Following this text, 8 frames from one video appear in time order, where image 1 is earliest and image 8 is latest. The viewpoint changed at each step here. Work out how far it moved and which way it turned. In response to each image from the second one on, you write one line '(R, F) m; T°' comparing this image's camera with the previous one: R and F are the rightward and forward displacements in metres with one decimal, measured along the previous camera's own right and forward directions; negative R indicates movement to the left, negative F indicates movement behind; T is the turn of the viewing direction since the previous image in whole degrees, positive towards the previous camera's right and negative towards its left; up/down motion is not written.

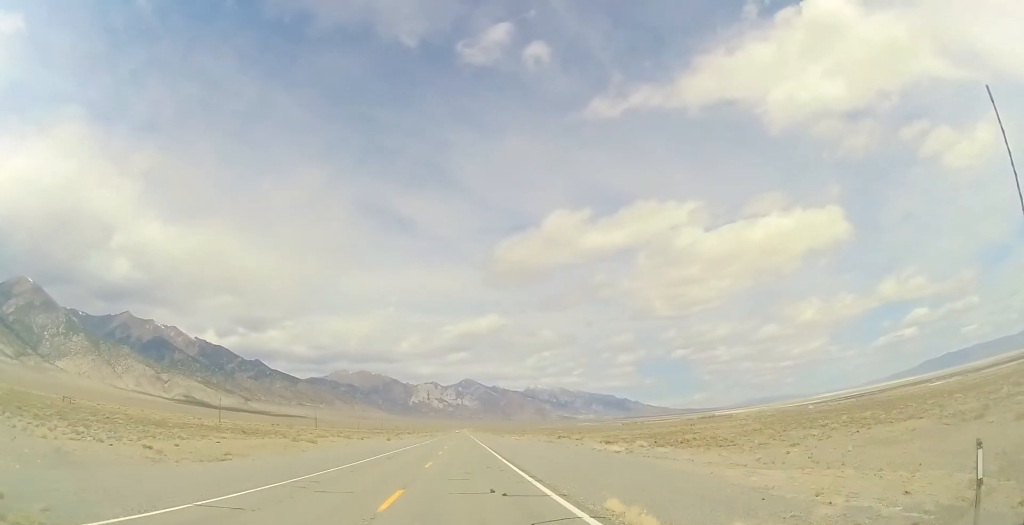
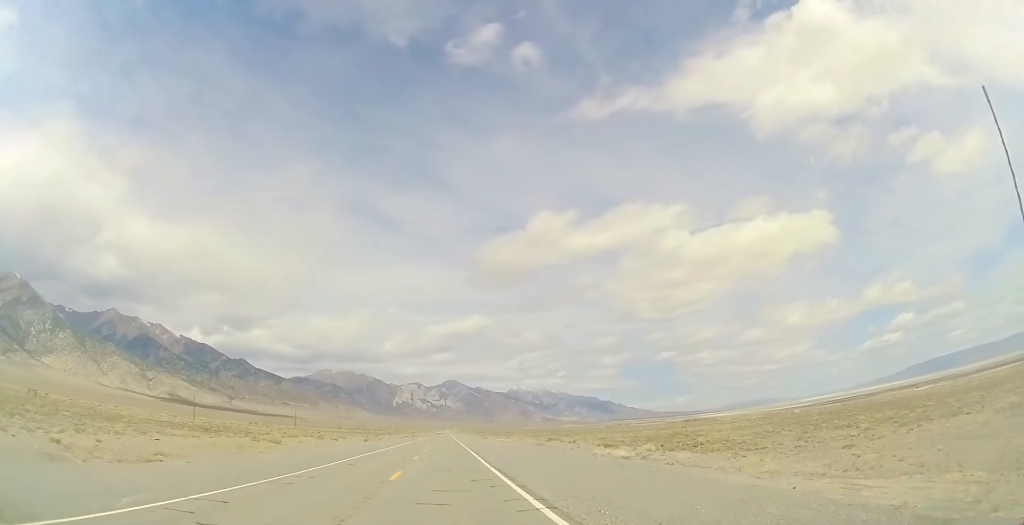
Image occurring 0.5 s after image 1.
(+0.2, +5.1) m; +4°
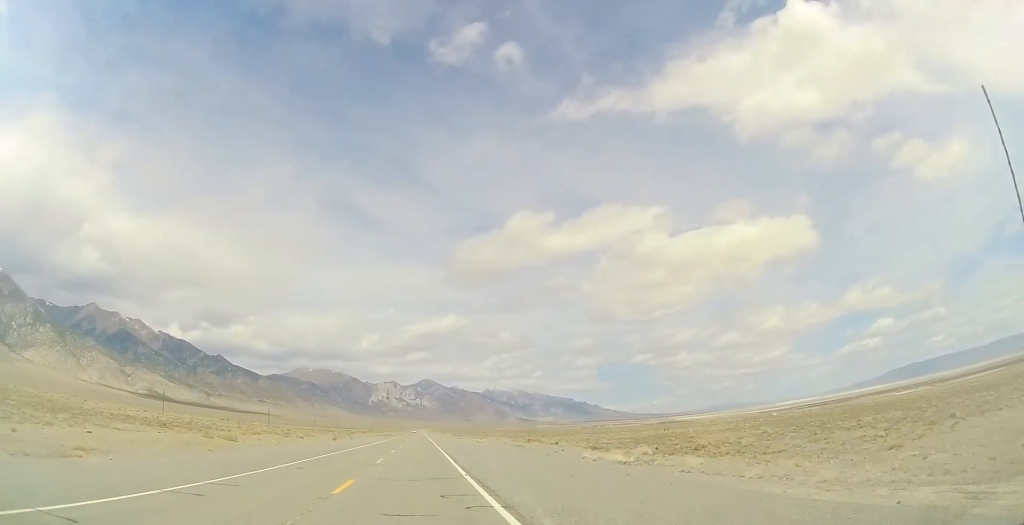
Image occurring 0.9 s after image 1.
(-0.1, +4.4) m; +3°
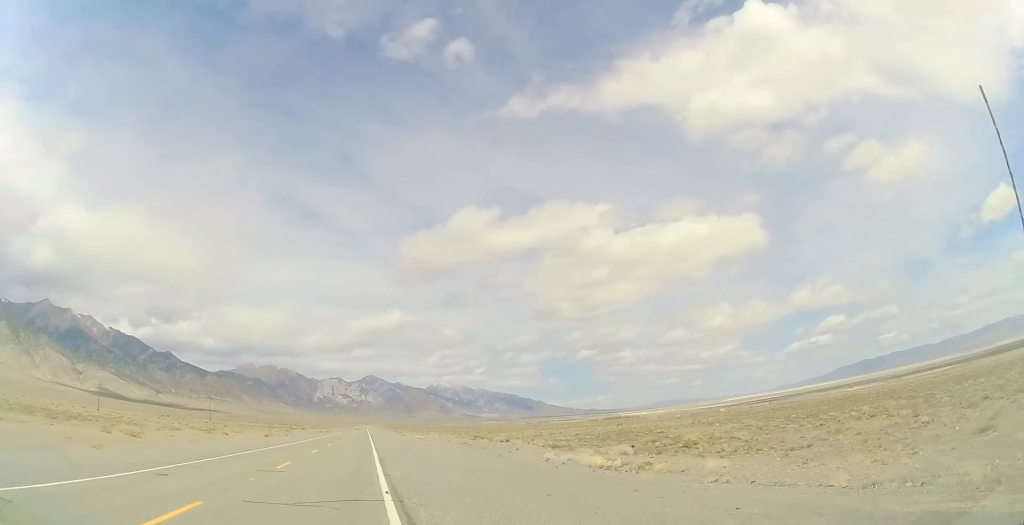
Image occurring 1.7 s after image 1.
(+0.6, +6.0) m; +11°
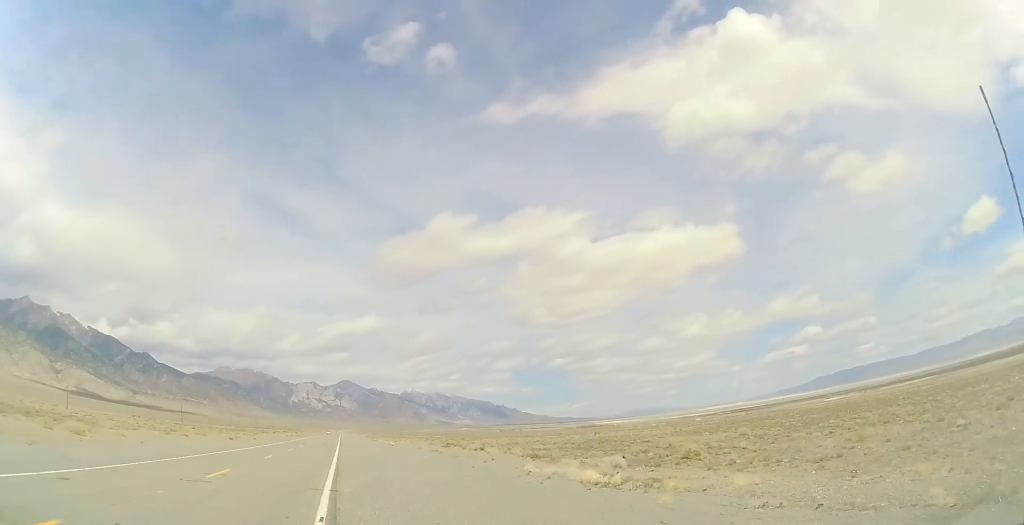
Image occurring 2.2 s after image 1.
(+0.2, +3.1) m; +6°
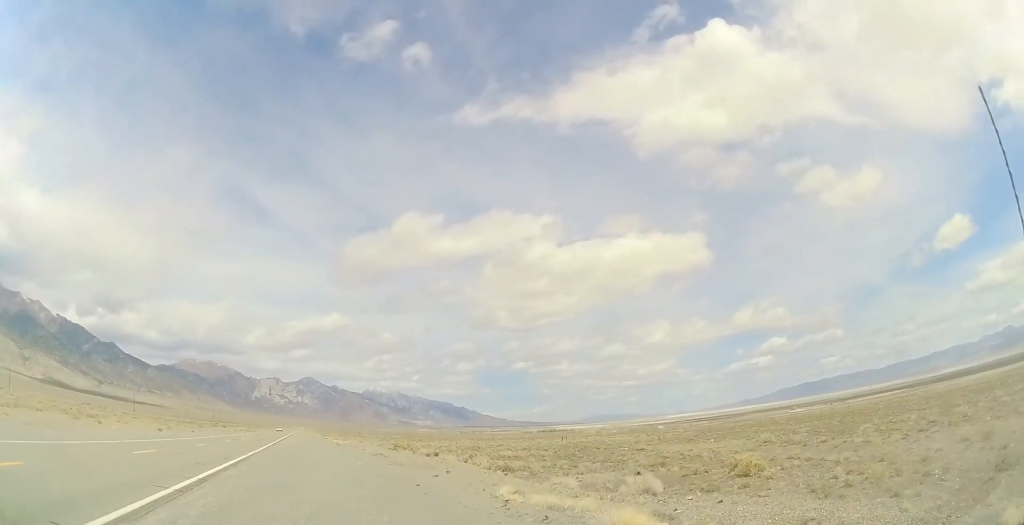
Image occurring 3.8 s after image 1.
(+0.8, +6.7) m; +1°
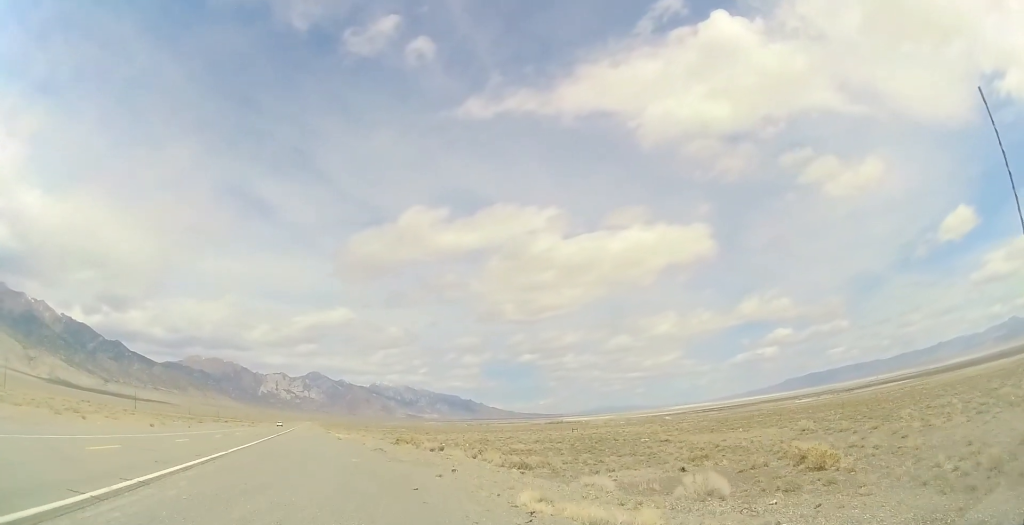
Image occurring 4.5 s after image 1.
(-0.2, +2.6) m; -6°
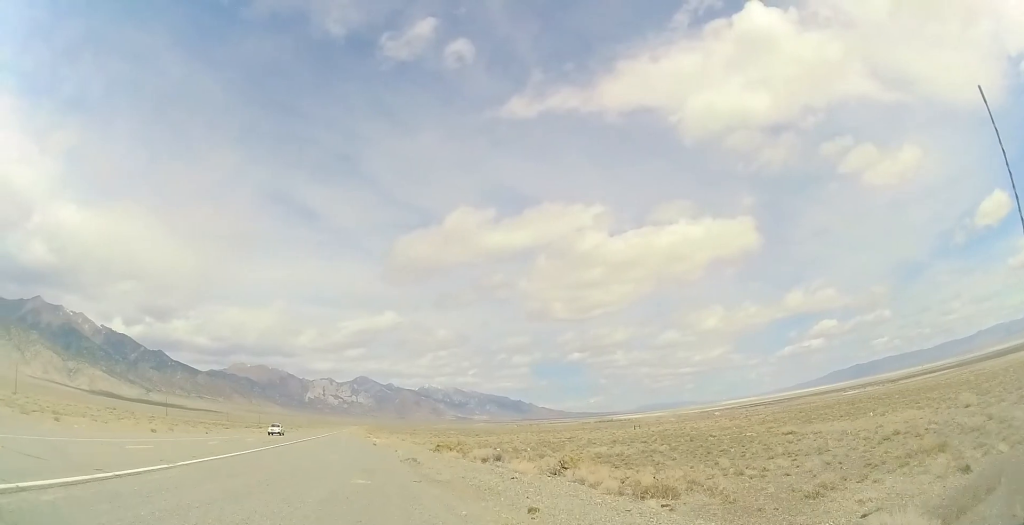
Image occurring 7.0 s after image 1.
(-1.0, +7.3) m; -8°
